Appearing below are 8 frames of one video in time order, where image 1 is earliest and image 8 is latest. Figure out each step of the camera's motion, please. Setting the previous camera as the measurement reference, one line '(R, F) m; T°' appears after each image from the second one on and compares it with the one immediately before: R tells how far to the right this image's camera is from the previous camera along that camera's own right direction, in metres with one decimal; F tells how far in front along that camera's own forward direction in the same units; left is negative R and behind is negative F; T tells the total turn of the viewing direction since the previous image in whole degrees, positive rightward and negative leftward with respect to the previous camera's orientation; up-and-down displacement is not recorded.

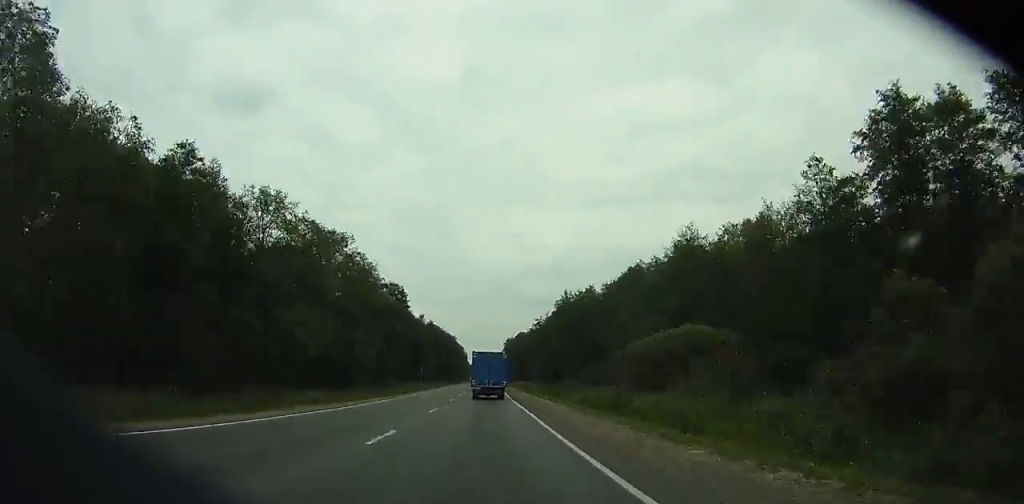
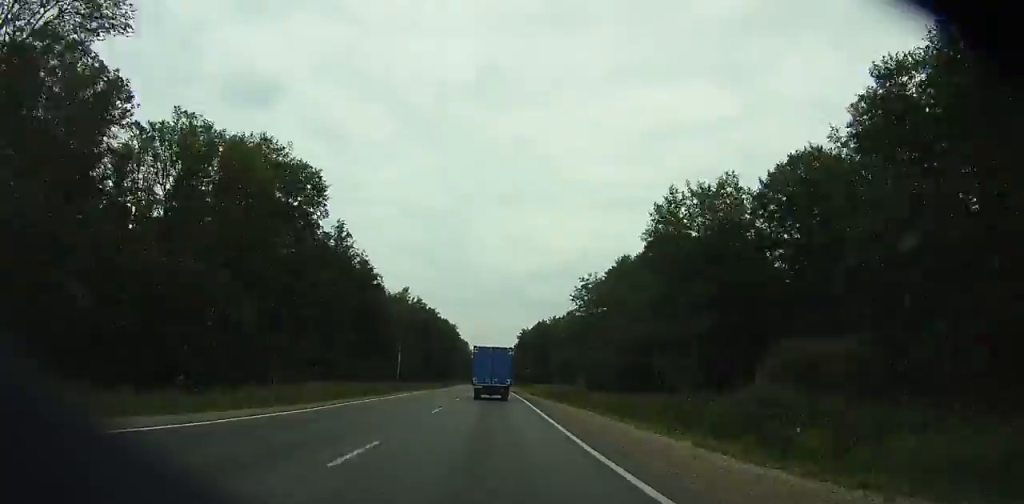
(0.0, +51.2) m; 0°
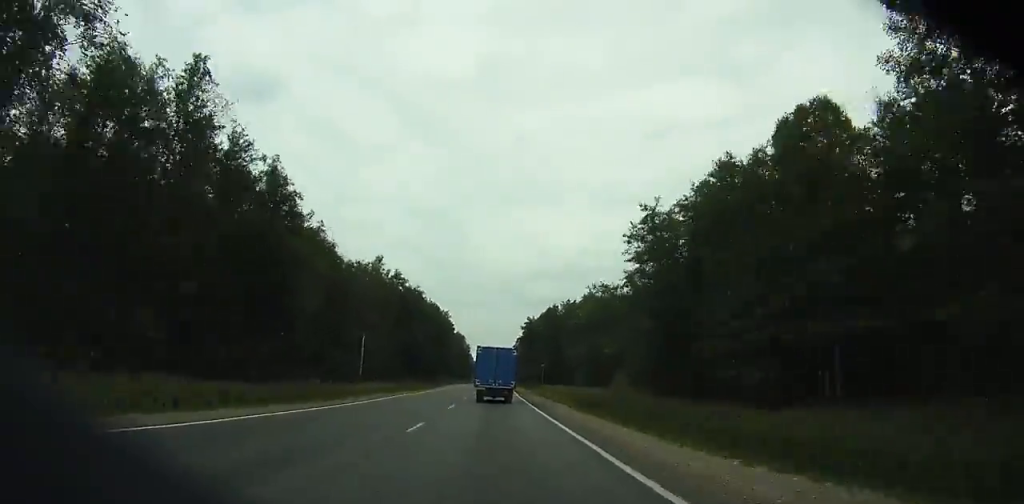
(-0.1, +30.5) m; 0°
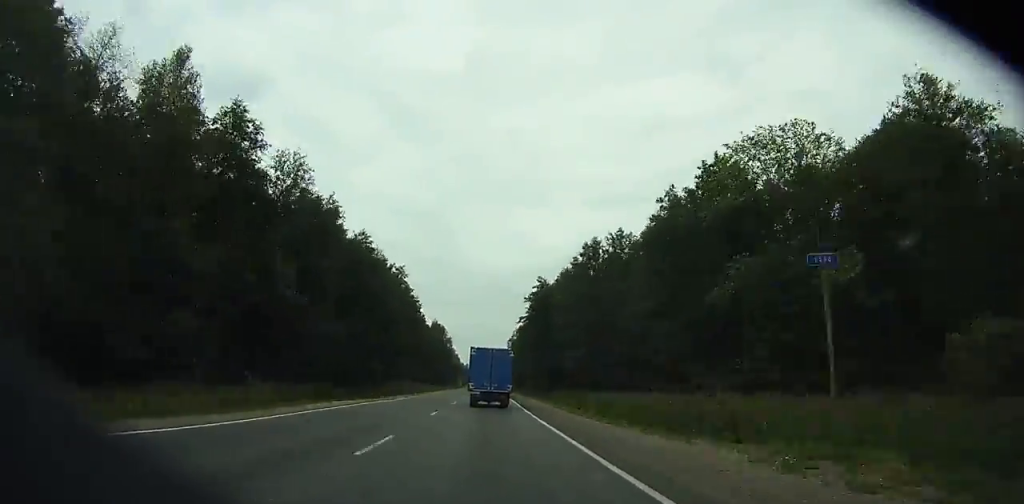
(+0.2, +62.2) m; -1°
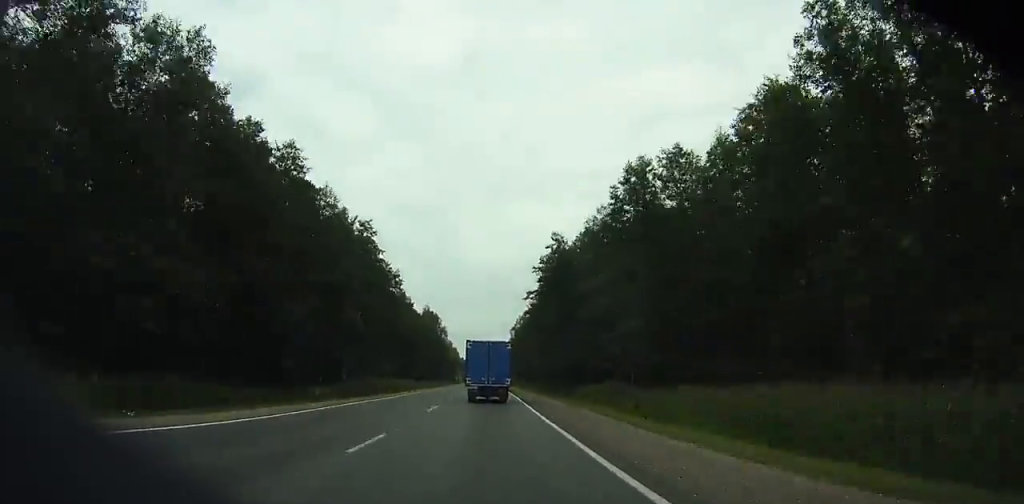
(-0.4, +24.1) m; 0°
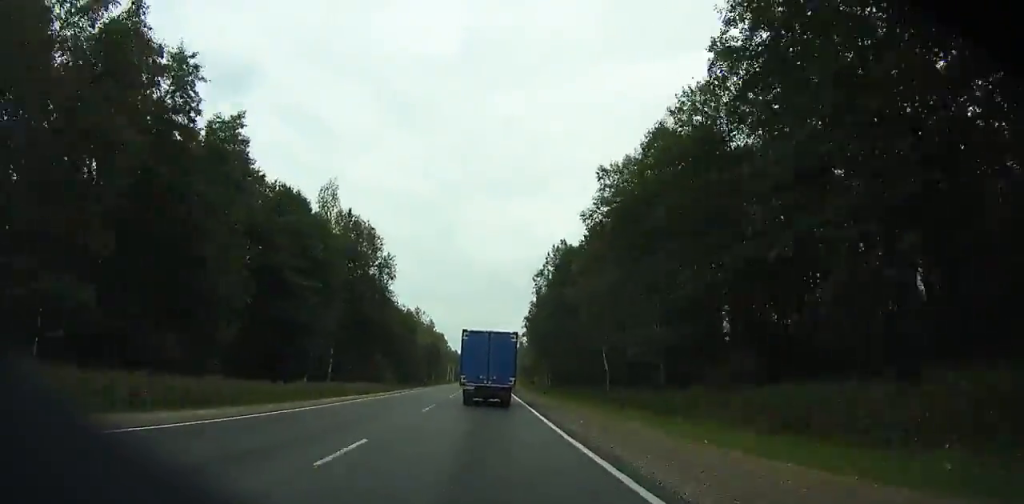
(+1.6, +96.3) m; +2°
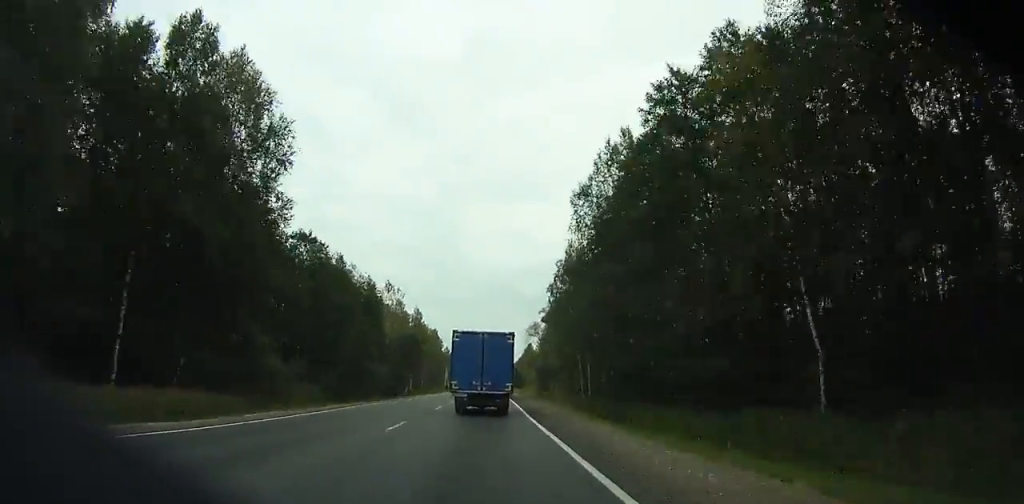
(-0.3, +41.3) m; -1°
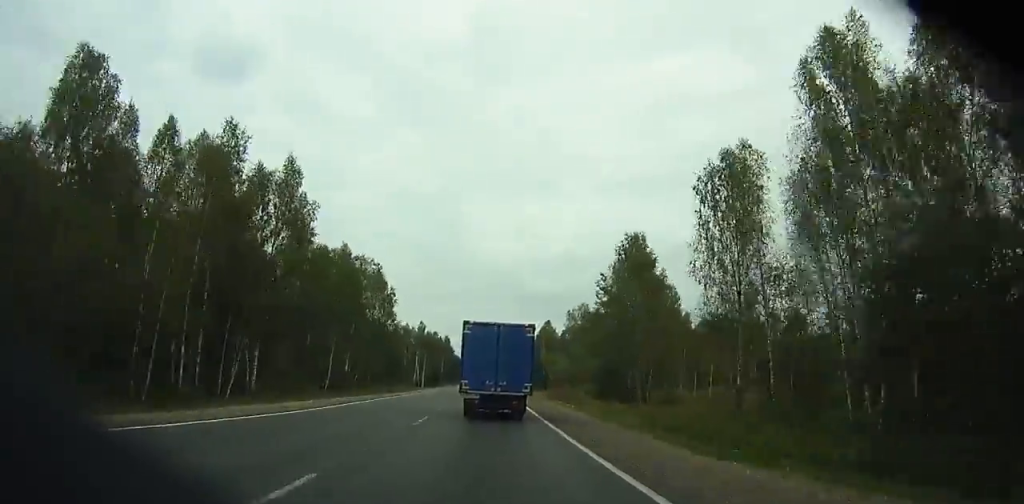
(-1.4, +97.1) m; -1°
